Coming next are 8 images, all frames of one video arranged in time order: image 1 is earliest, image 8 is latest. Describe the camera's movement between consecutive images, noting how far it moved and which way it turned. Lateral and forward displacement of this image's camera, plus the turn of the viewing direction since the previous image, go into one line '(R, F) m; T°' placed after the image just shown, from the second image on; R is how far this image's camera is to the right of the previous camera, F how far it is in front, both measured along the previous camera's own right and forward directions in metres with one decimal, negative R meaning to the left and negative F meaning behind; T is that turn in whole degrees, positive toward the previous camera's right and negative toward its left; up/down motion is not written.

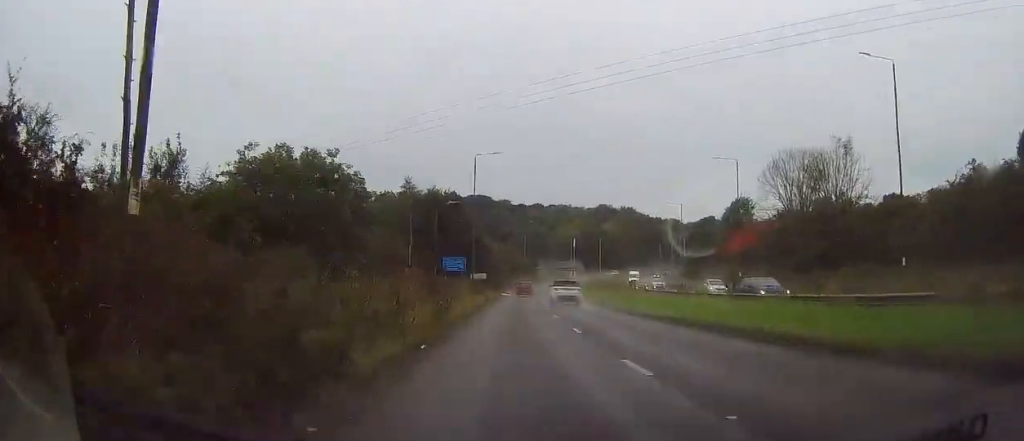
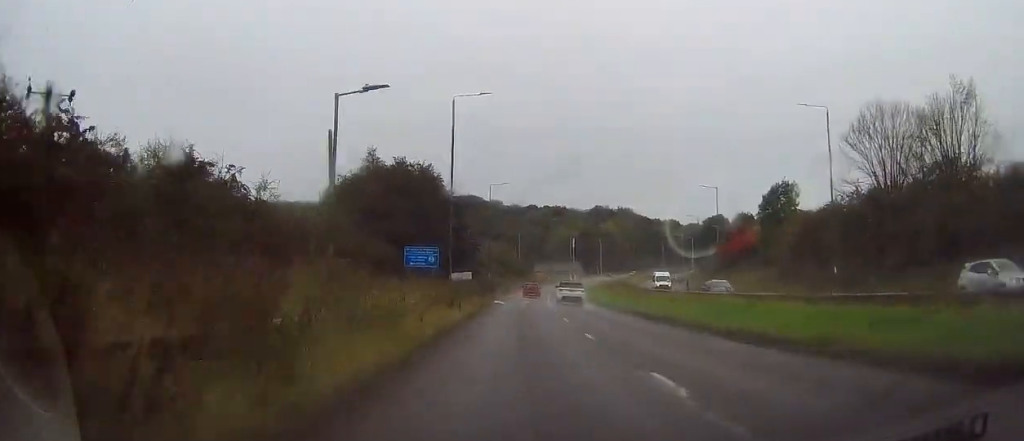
(-0.3, +19.8) m; 0°
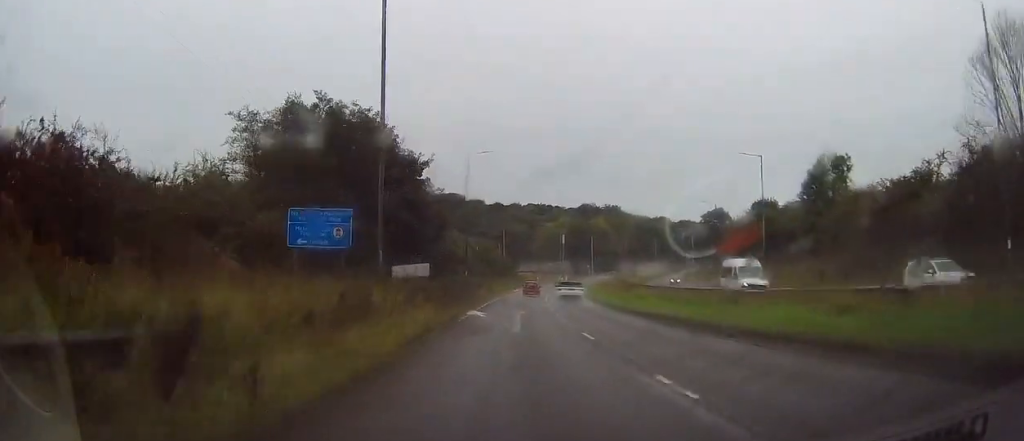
(+0.4, +19.1) m; +1°
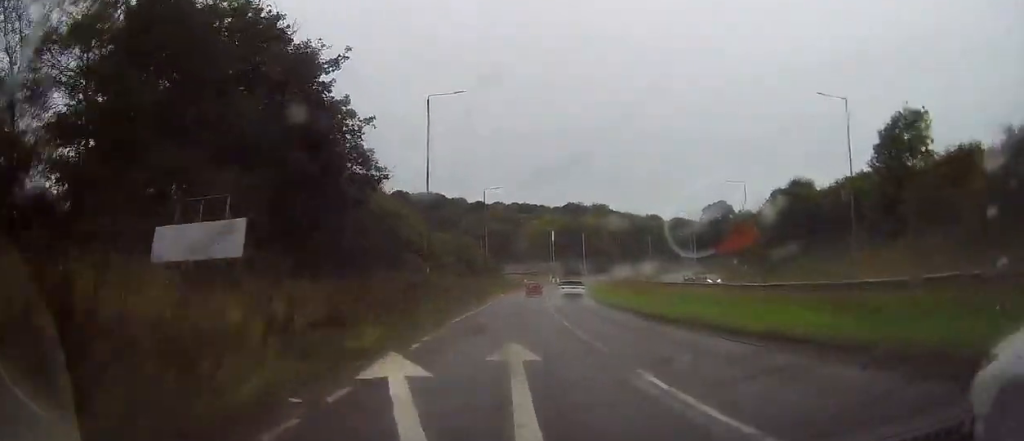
(0.0, +19.5) m; 0°
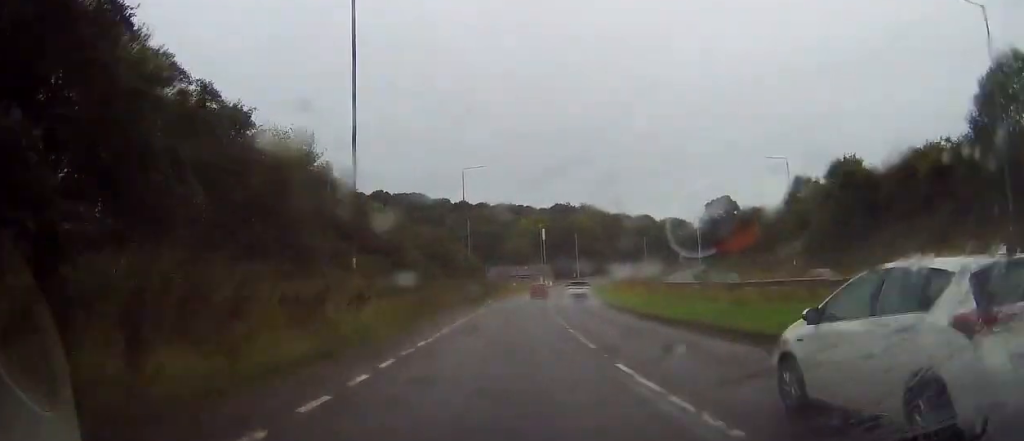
(-0.1, +17.1) m; +2°
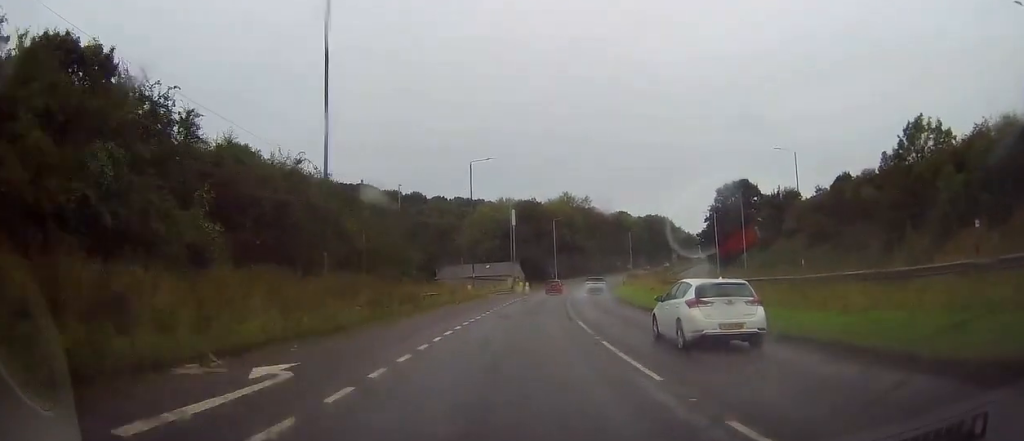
(+1.2, +42.3) m; +2°
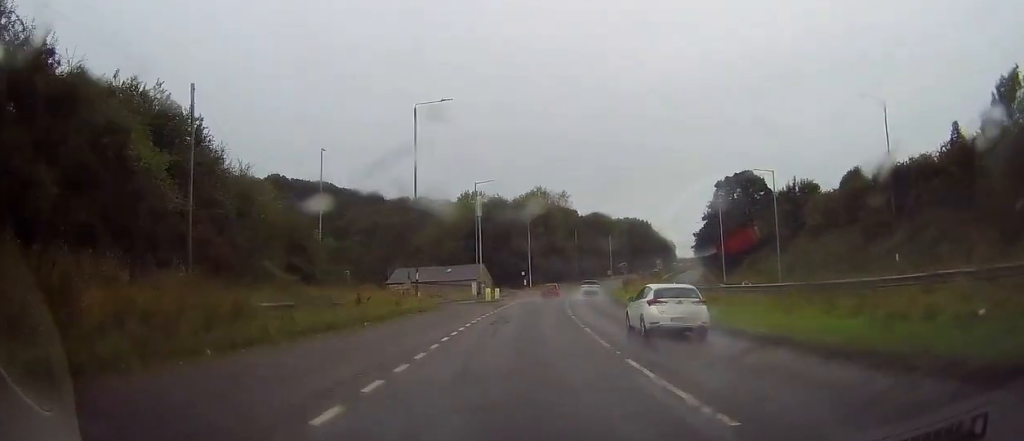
(+0.7, +21.2) m; +5°
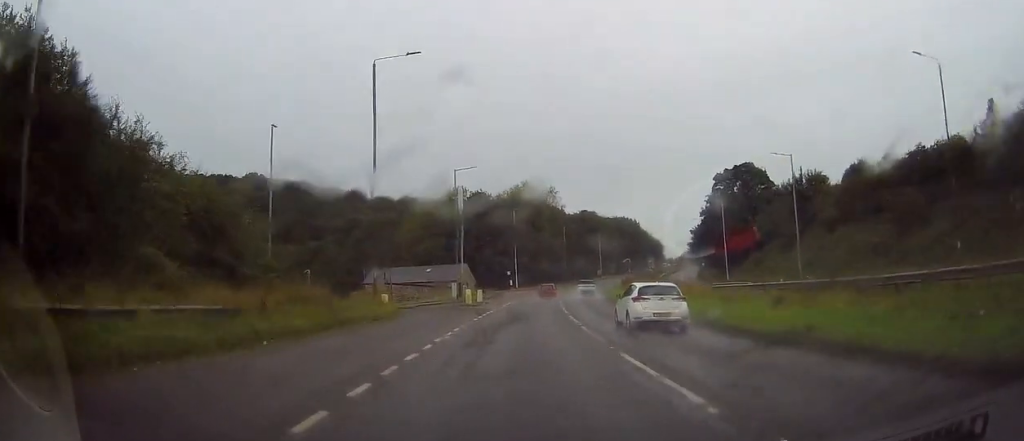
(+0.5, +8.6) m; +1°
